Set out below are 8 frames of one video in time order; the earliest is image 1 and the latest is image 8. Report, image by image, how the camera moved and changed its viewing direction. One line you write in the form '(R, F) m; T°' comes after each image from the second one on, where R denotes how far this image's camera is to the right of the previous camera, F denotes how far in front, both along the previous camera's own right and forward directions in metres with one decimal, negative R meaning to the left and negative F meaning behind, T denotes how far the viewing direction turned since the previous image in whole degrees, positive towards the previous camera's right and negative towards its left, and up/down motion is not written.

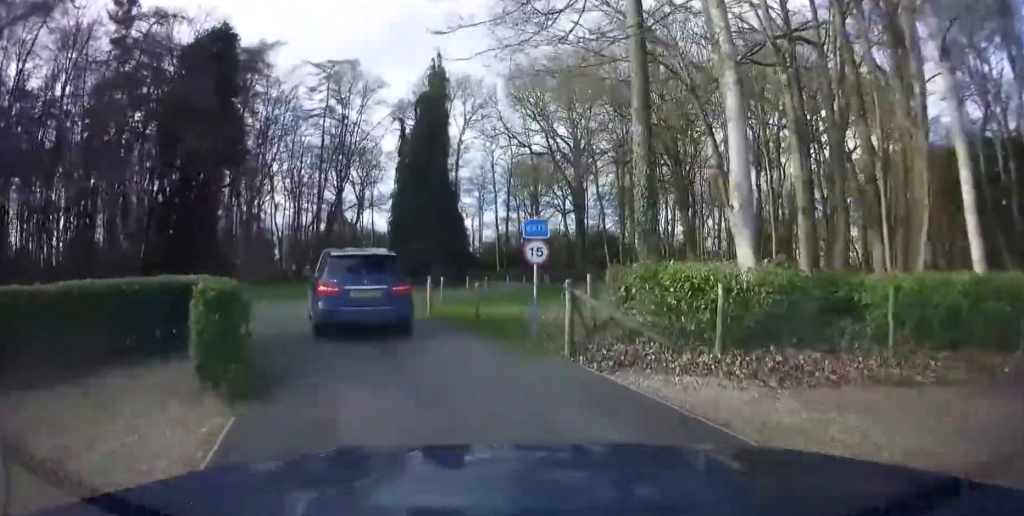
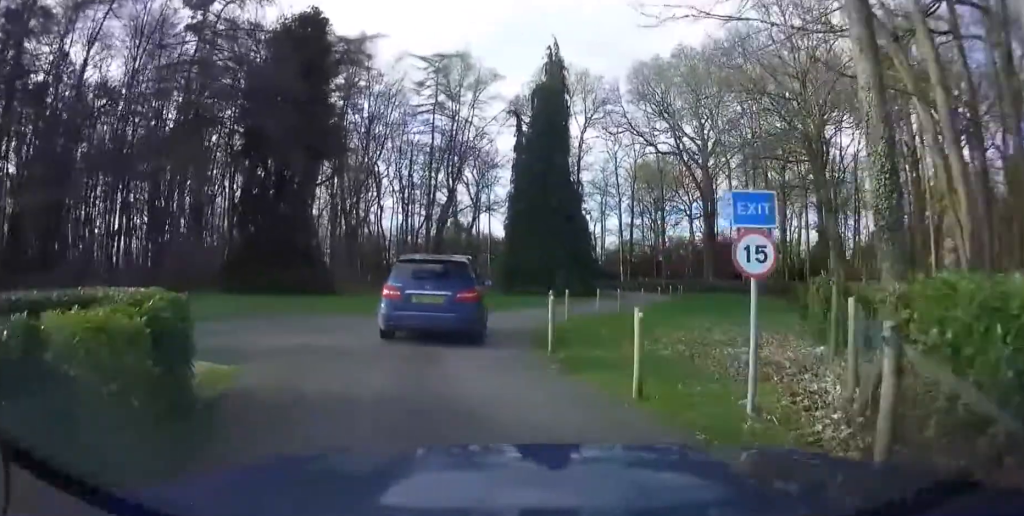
(-1.0, +5.5) m; -15°
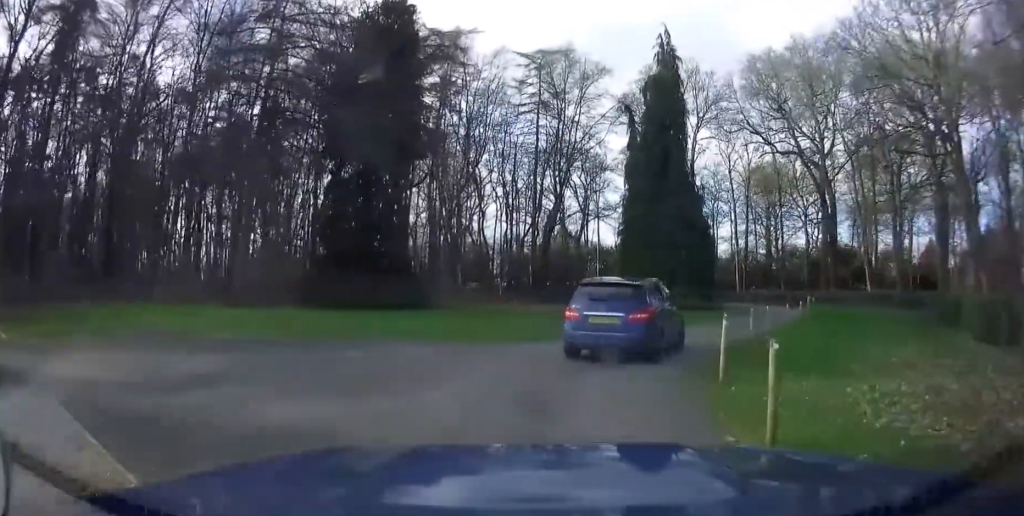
(-0.2, +4.9) m; +2°
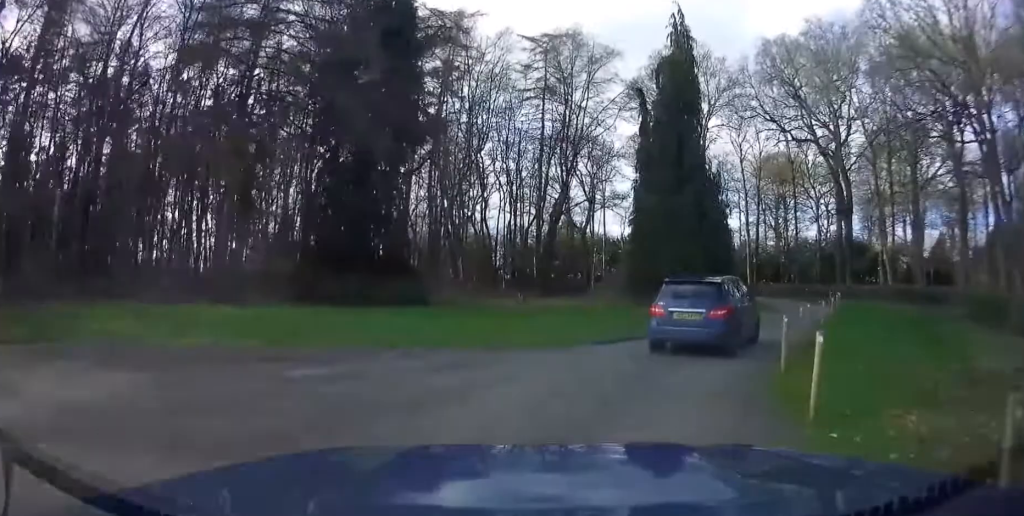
(+0.2, +2.7) m; +4°
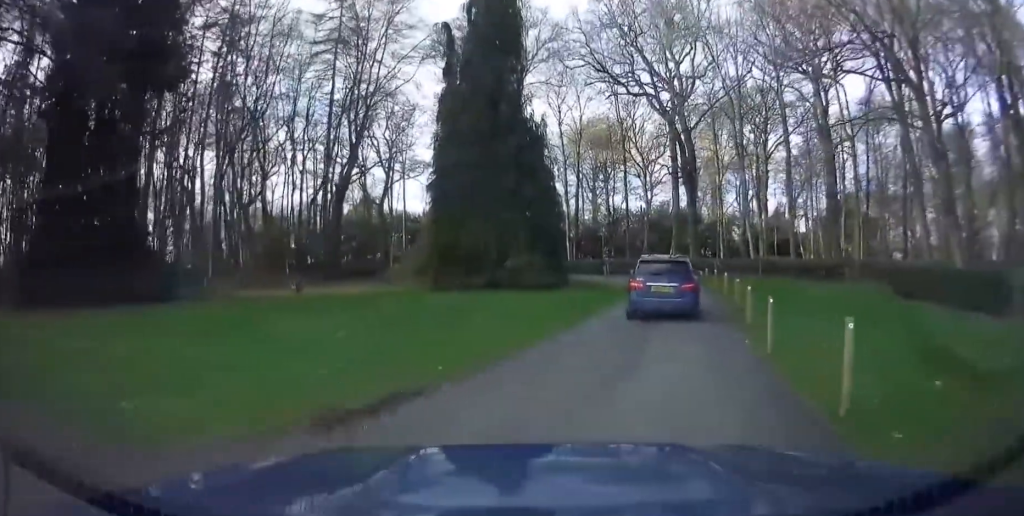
(+0.5, +8.2) m; +8°
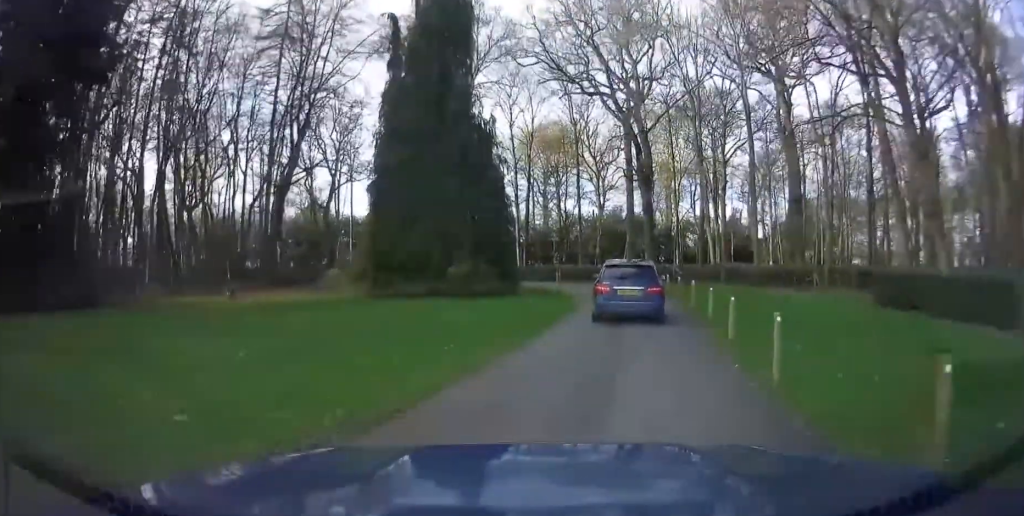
(-0.2, +2.1) m; +5°
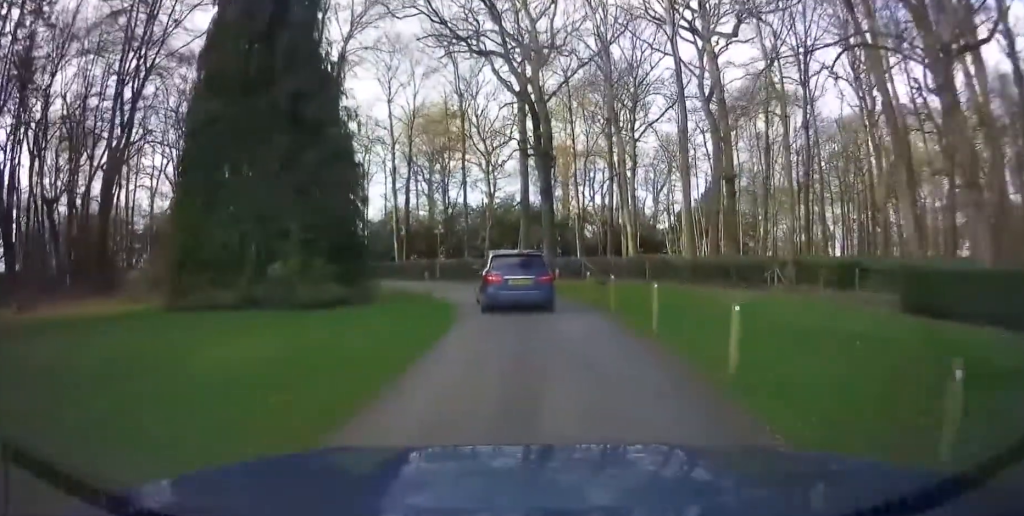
(+1.3, +7.7) m; +15°
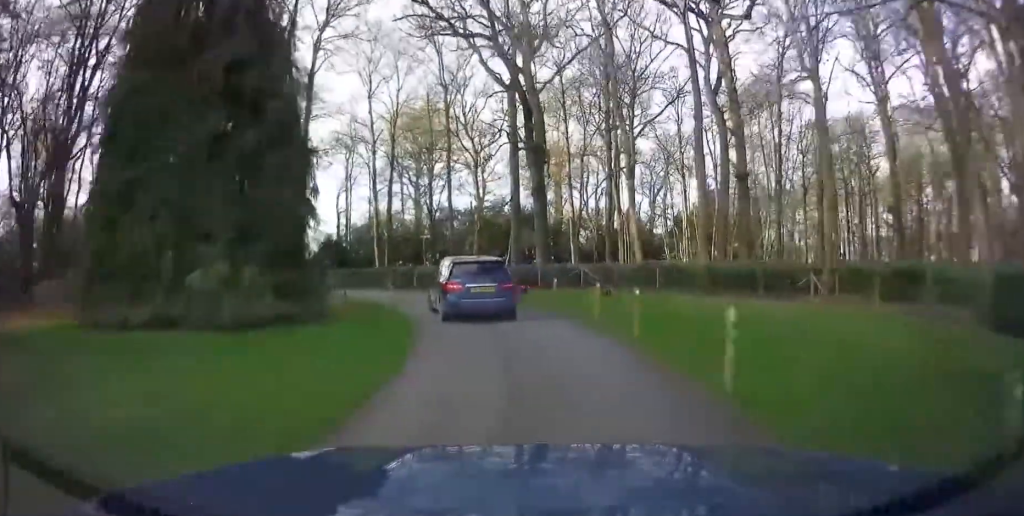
(0.0, +4.0) m; +5°
